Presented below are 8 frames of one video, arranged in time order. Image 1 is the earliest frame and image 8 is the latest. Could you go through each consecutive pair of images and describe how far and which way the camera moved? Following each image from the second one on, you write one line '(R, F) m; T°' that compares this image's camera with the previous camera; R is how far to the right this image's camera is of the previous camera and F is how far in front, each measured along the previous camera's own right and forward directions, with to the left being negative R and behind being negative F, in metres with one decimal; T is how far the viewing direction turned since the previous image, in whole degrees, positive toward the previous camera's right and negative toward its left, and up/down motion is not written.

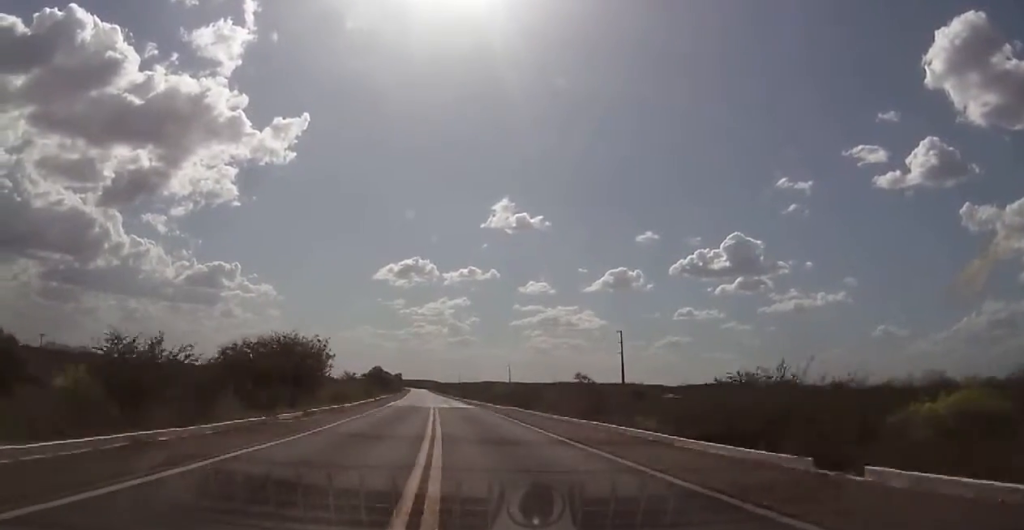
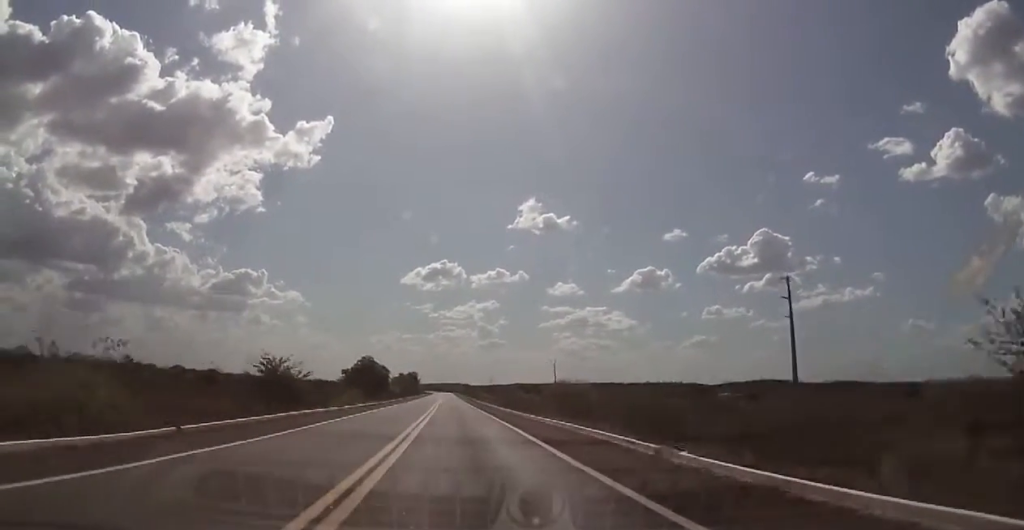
(-1.1, +60.7) m; -2°
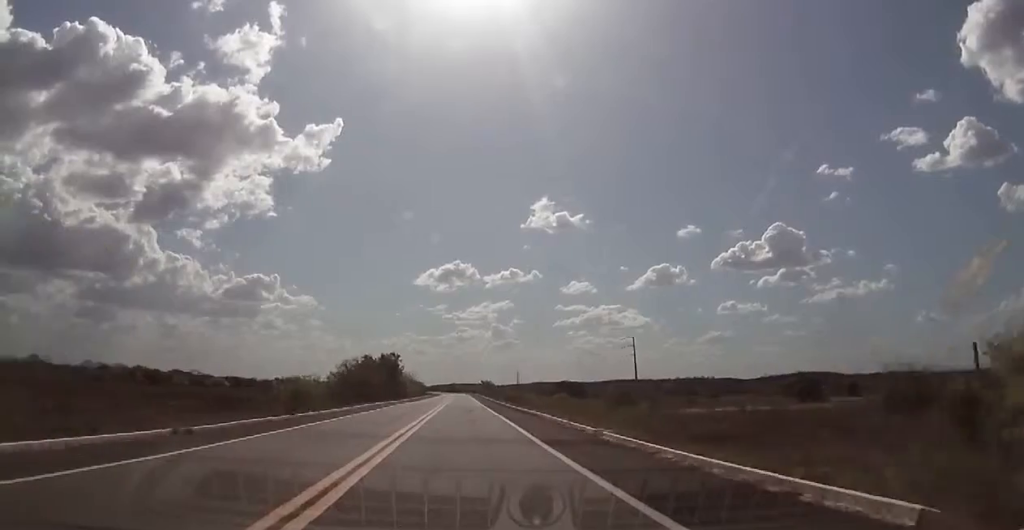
(-3.0, +96.8) m; -2°
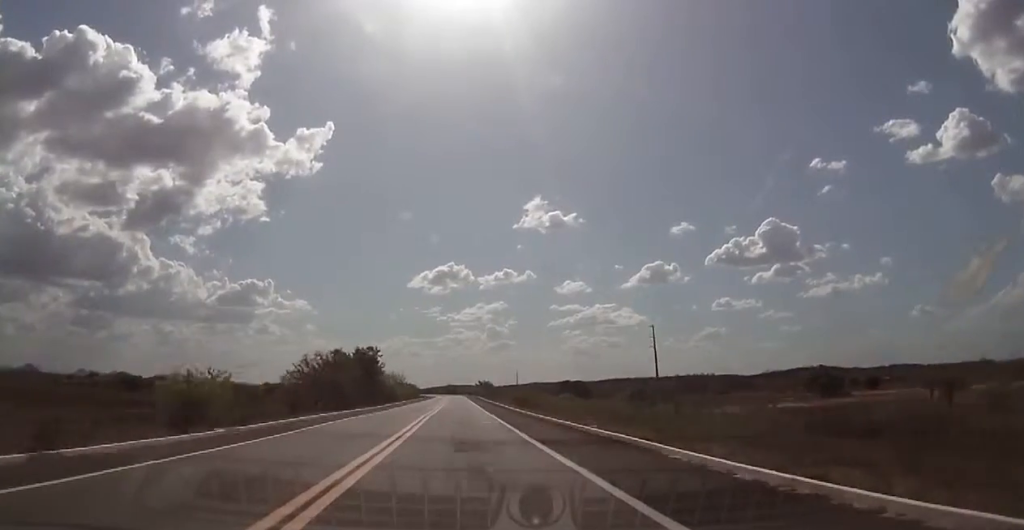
(+0.4, +19.8) m; 0°
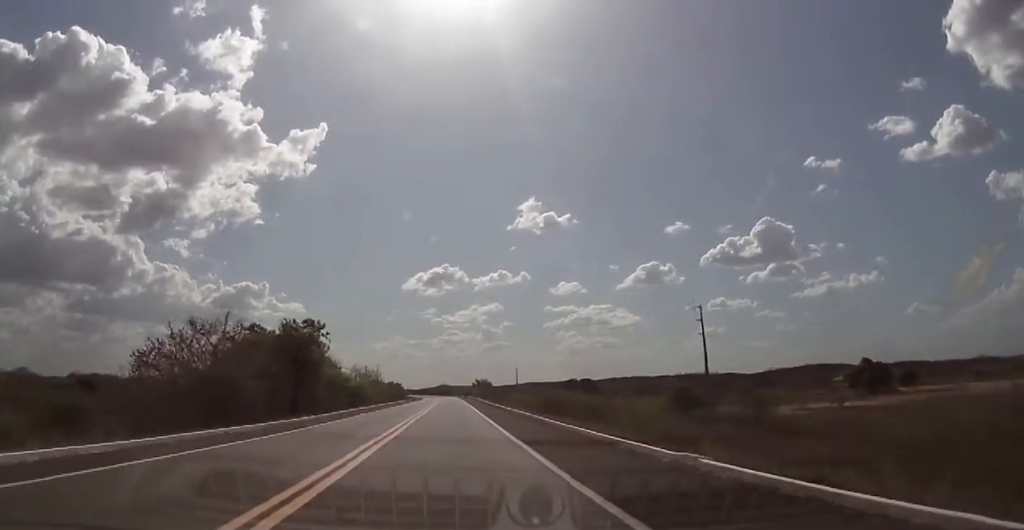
(+0.2, +30.2) m; 0°
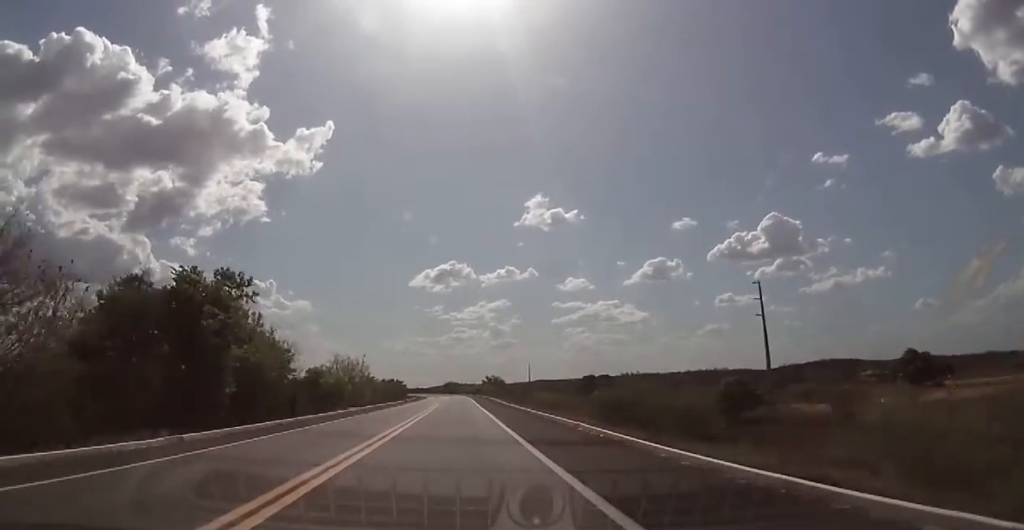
(-0.3, +19.6) m; 0°
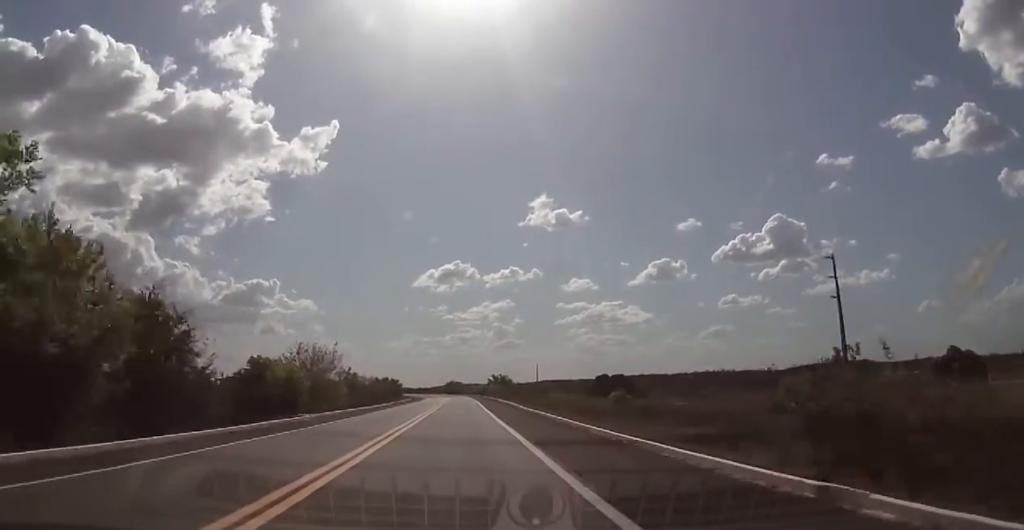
(0.0, +18.2) m; 0°
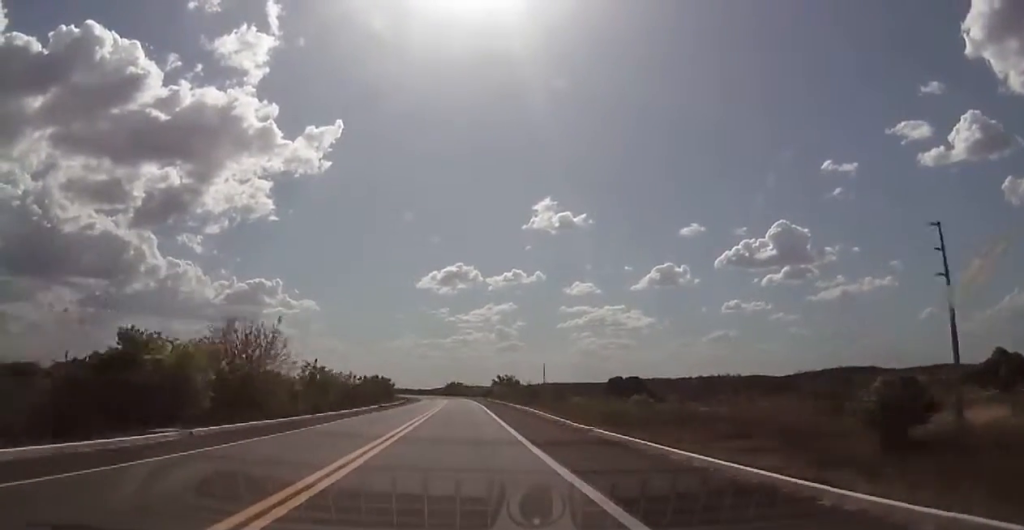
(+0.3, +18.1) m; 0°
